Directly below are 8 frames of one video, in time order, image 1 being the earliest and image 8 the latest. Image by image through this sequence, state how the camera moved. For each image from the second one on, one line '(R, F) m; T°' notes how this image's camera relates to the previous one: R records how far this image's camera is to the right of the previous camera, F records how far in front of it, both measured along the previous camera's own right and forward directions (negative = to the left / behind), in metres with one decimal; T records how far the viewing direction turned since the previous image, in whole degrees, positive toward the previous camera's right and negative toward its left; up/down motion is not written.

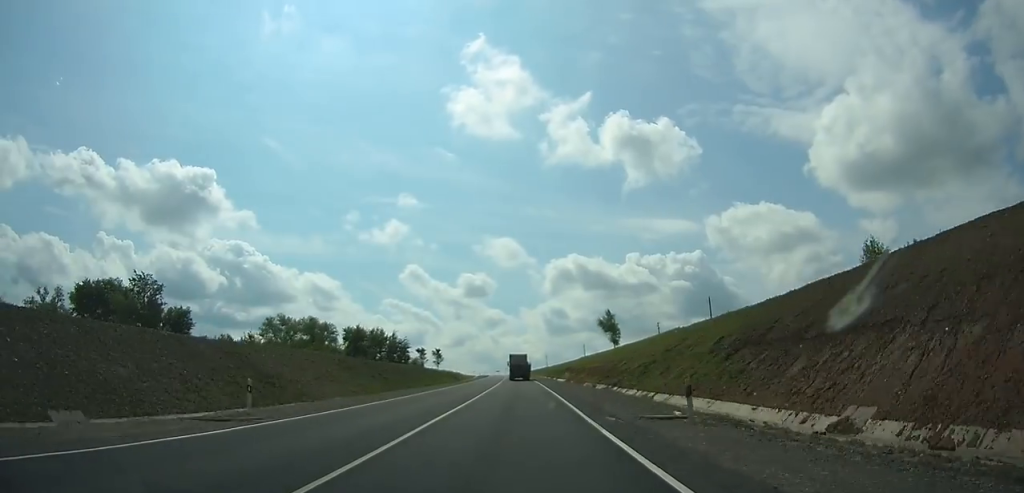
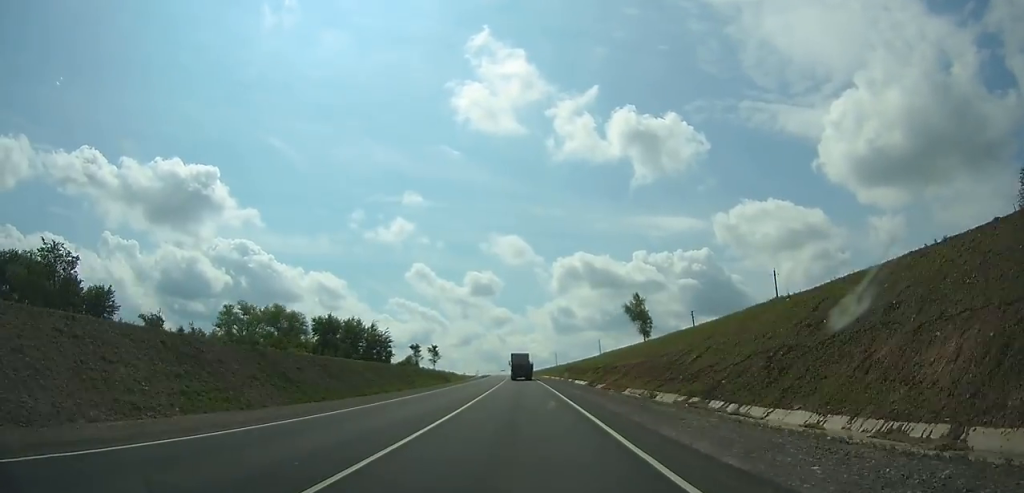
(+0.1, +29.5) m; -1°
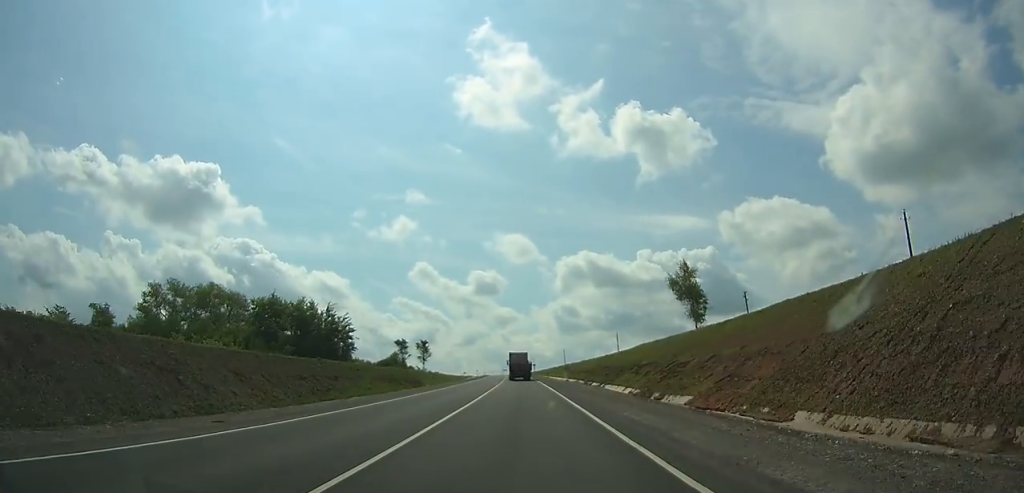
(-0.5, +34.7) m; -1°
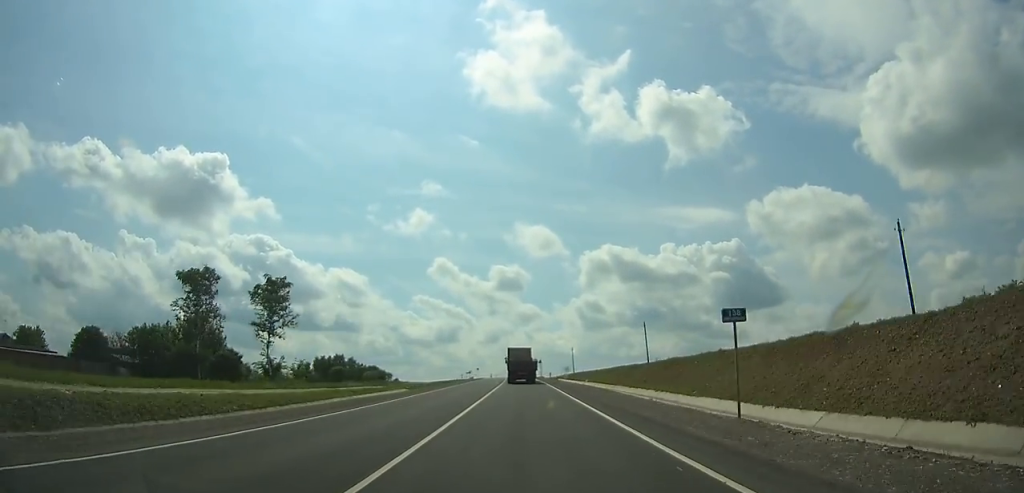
(-3.2, +137.5) m; -2°
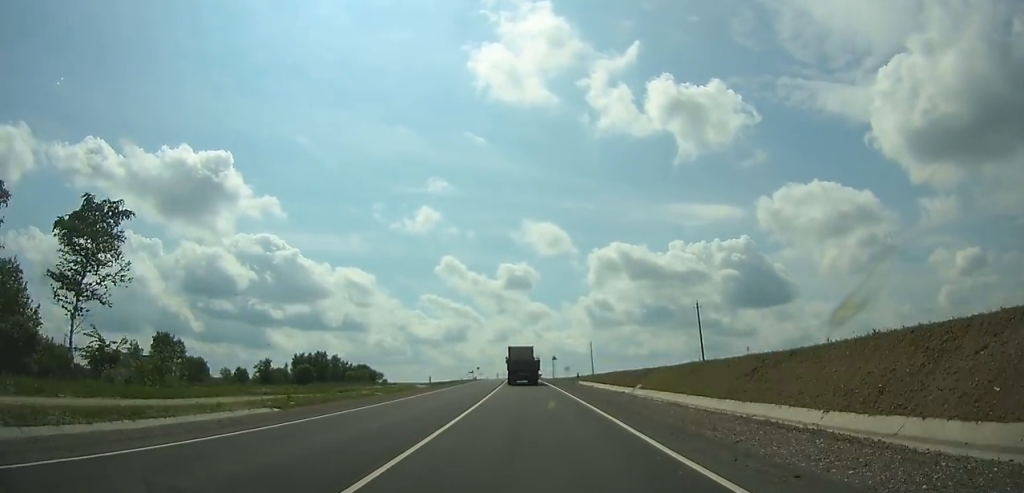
(-0.1, +33.1) m; -1°
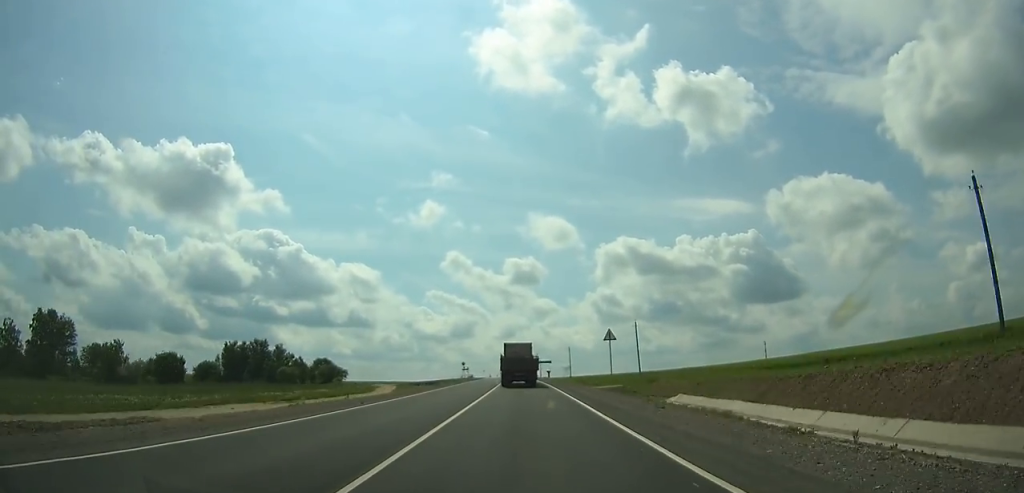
(-0.6, +56.4) m; -1°
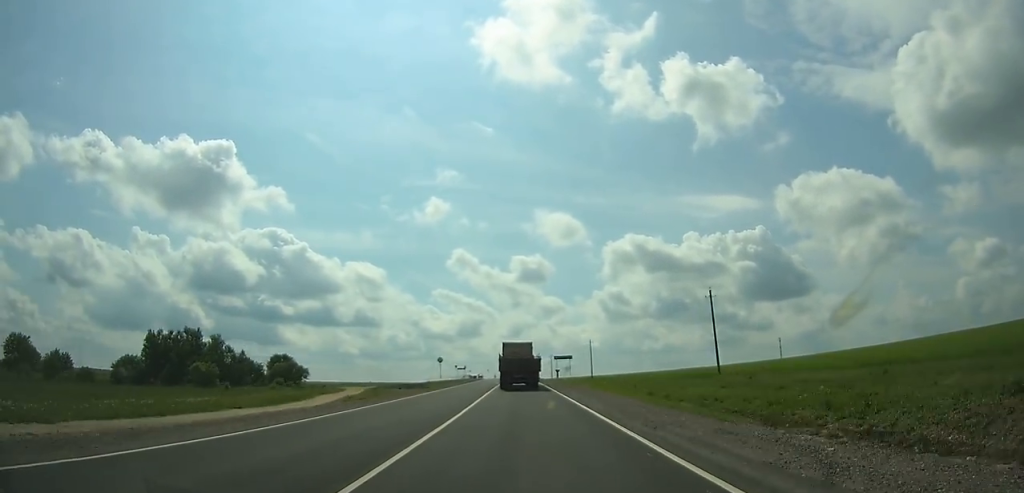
(-0.3, +37.8) m; -1°
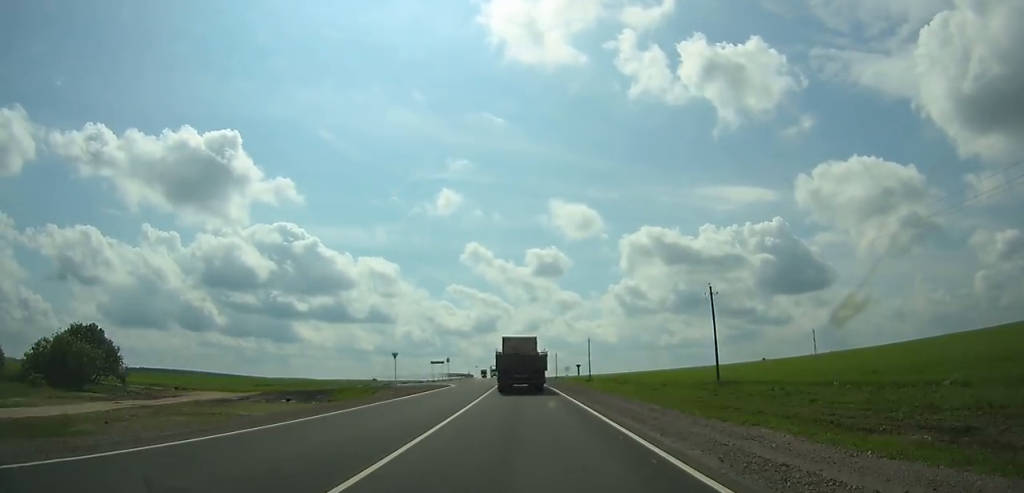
(-1.0, +76.7) m; -2°
